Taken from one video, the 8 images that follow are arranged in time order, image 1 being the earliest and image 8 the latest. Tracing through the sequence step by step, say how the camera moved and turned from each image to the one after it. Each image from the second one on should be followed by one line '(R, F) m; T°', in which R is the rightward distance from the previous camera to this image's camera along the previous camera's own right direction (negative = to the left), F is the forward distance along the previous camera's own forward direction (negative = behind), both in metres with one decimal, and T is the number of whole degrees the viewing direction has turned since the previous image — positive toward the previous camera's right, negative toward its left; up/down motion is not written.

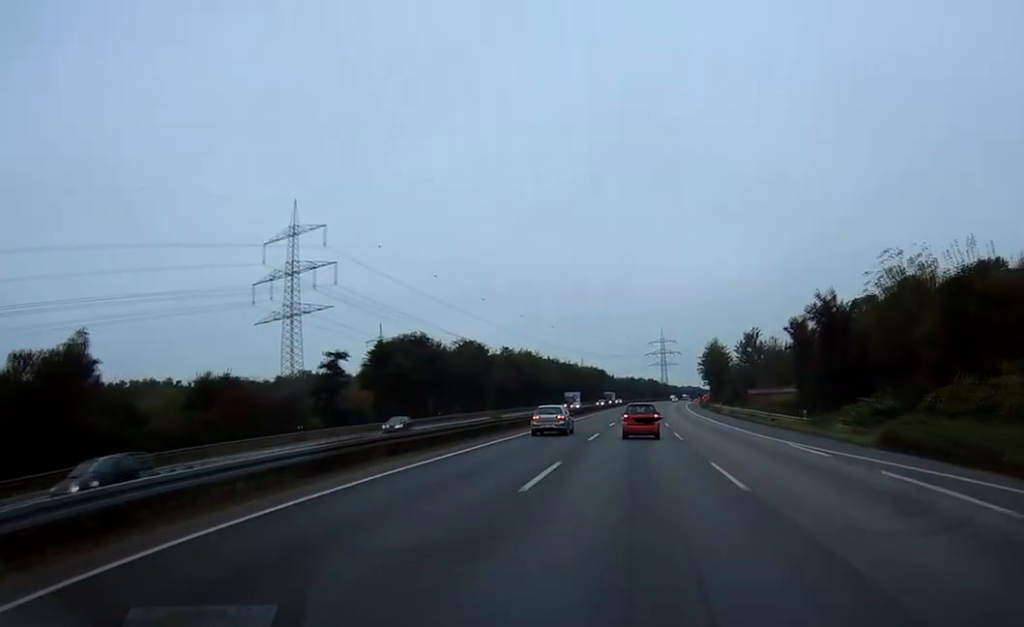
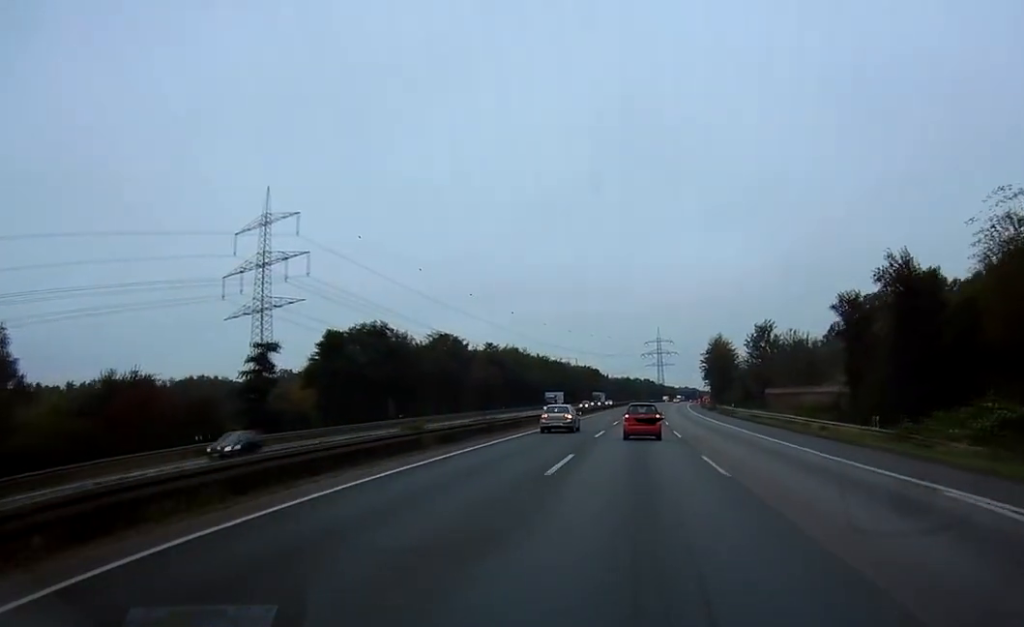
(+0.1, +14.9) m; +1°
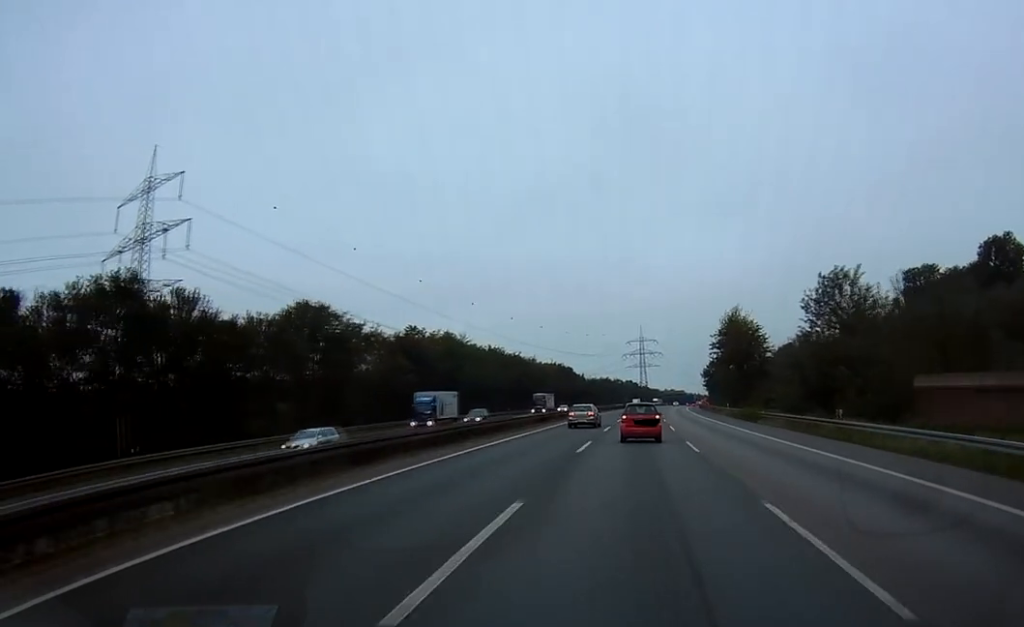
(+0.2, +45.7) m; 0°
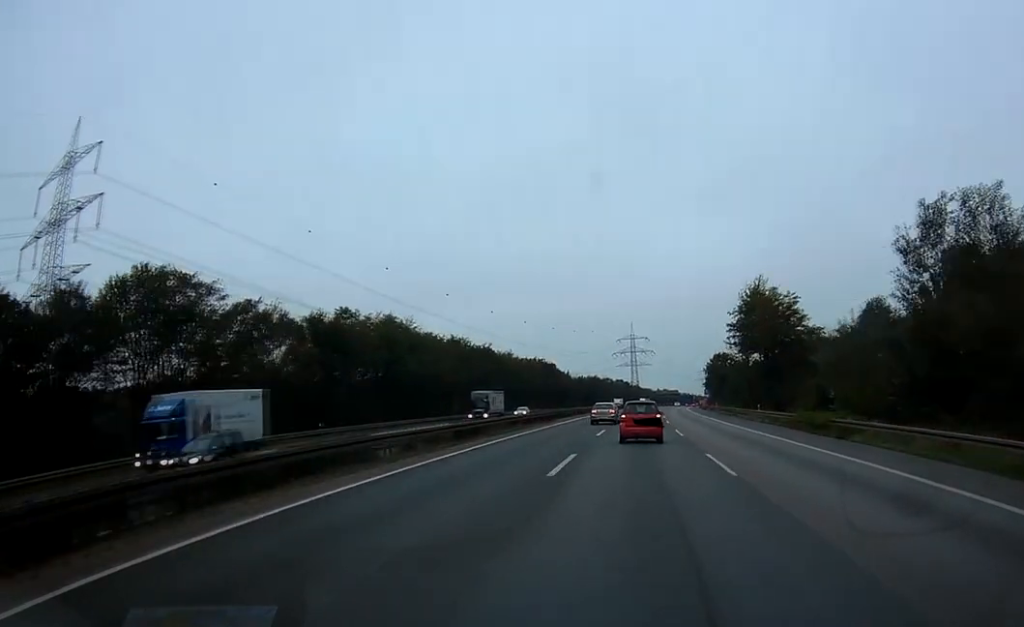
(-0.1, +25.3) m; +1°
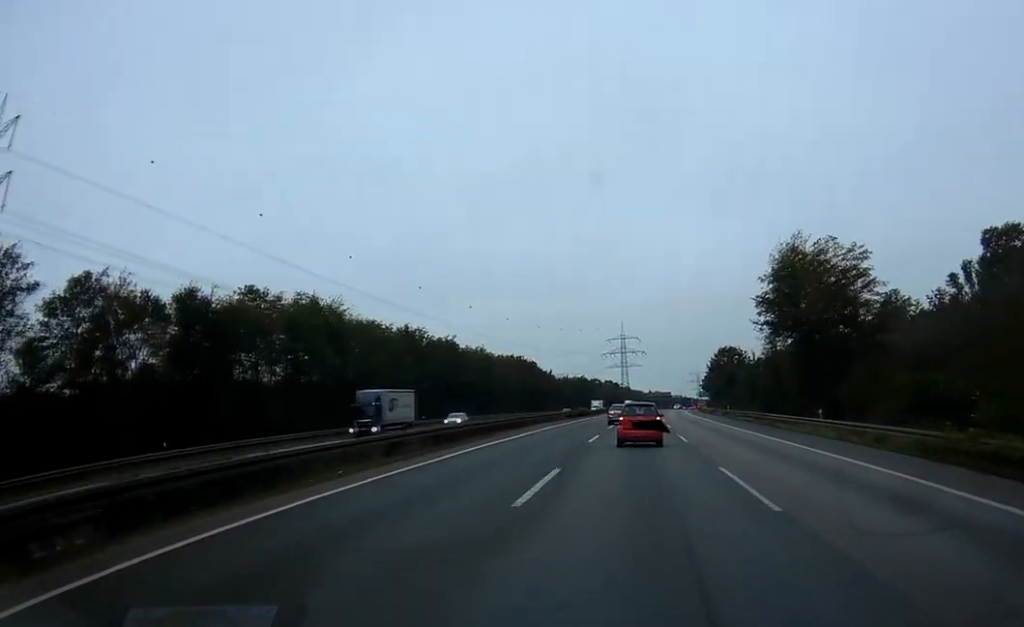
(+0.5, +22.0) m; +1°
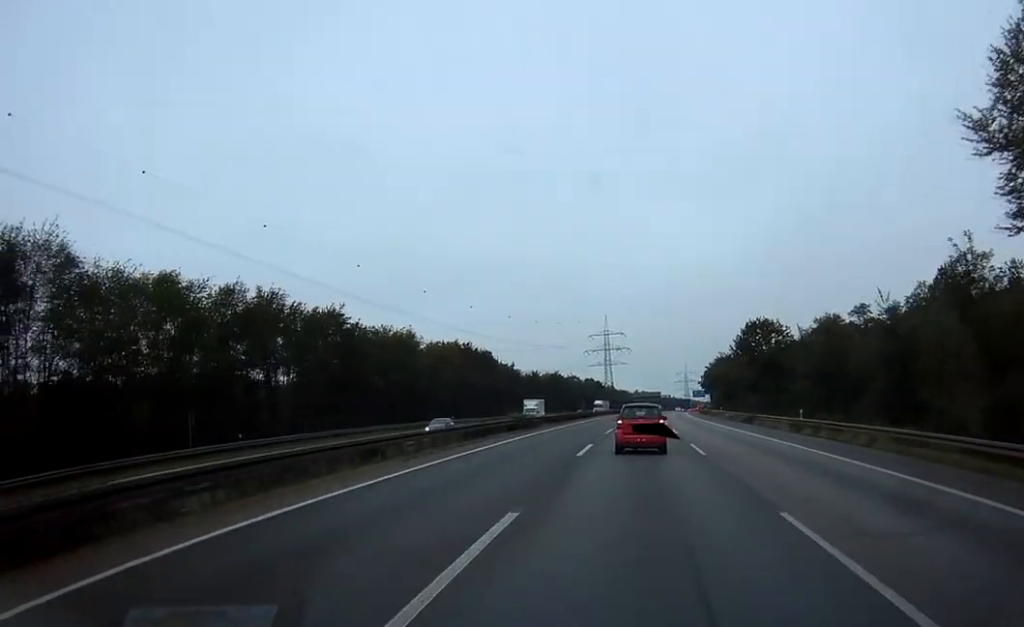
(+0.2, +42.4) m; +1°
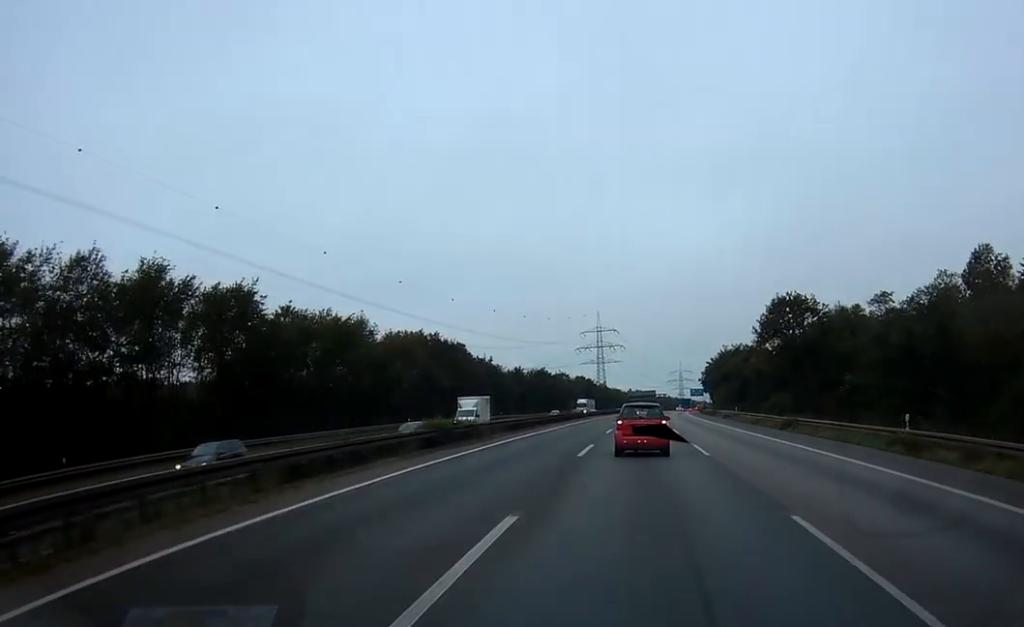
(+0.3, +18.5) m; 0°
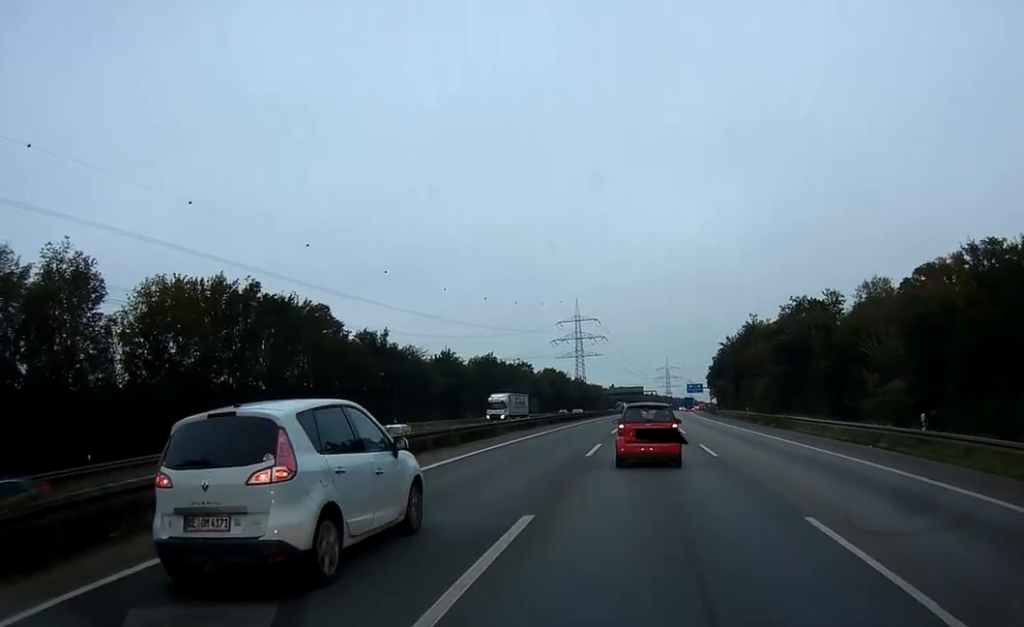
(0.0, +53.9) m; +1°
